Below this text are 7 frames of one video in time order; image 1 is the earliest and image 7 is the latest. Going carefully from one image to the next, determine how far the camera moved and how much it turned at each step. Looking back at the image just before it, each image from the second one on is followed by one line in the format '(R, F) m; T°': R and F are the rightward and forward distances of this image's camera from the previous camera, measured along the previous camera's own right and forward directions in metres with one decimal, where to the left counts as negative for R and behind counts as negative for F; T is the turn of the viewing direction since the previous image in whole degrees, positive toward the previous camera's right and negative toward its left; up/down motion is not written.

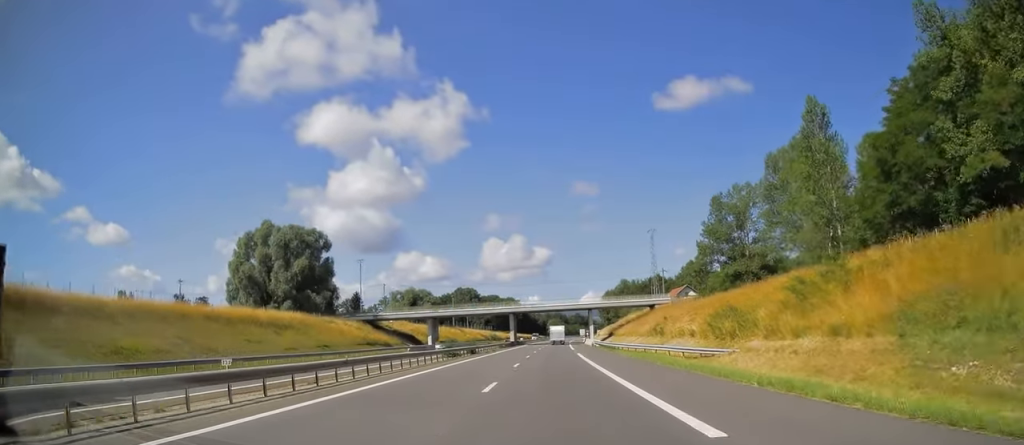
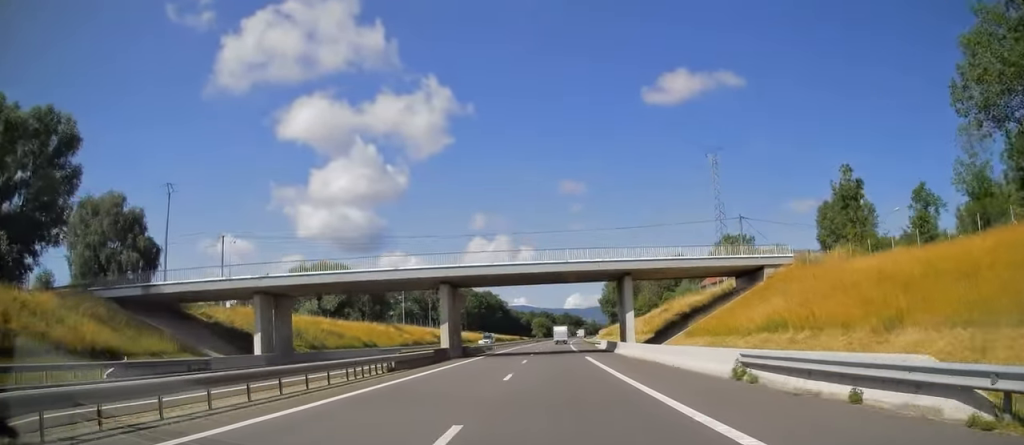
(+0.8, +61.1) m; +1°
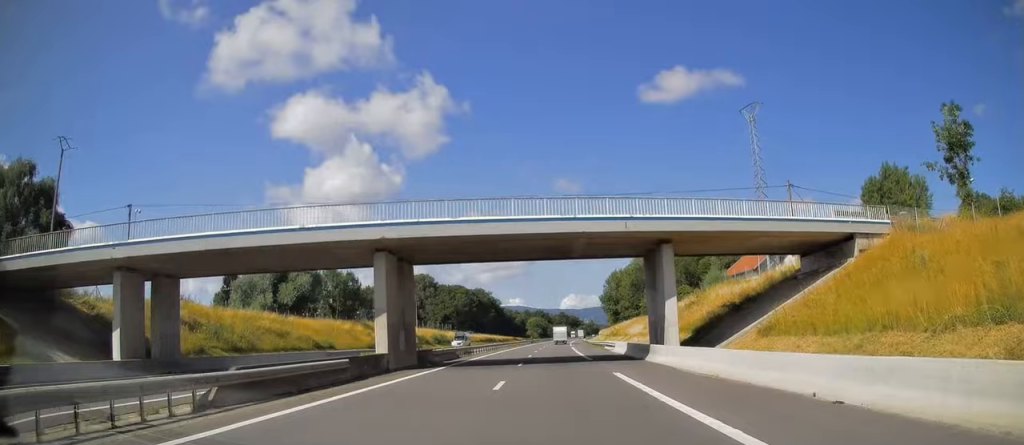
(+0.1, +16.6) m; +1°
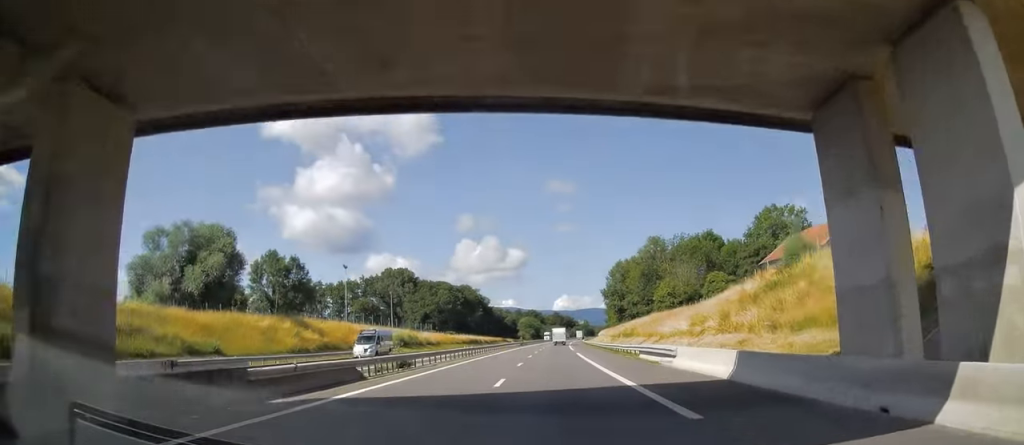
(+0.1, +24.6) m; +1°
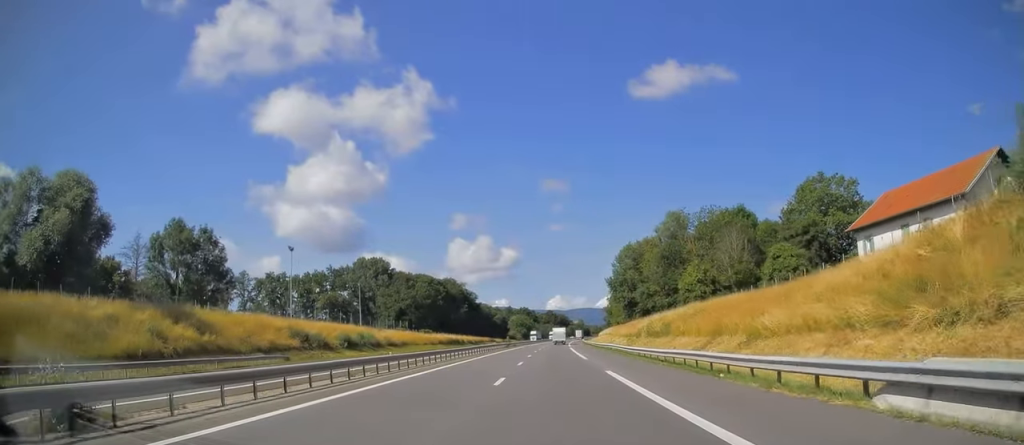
(+0.2, +25.7) m; +1°
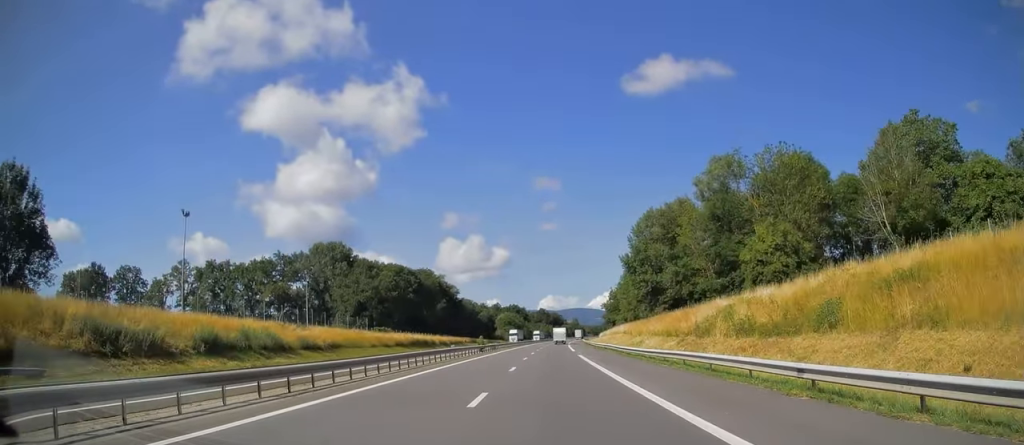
(+0.4, +31.6) m; +1°
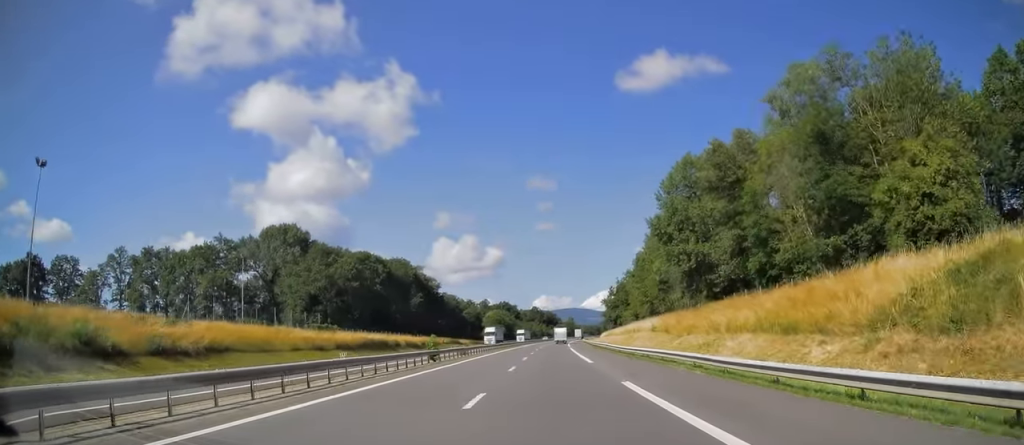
(+0.2, +26.2) m; 0°
